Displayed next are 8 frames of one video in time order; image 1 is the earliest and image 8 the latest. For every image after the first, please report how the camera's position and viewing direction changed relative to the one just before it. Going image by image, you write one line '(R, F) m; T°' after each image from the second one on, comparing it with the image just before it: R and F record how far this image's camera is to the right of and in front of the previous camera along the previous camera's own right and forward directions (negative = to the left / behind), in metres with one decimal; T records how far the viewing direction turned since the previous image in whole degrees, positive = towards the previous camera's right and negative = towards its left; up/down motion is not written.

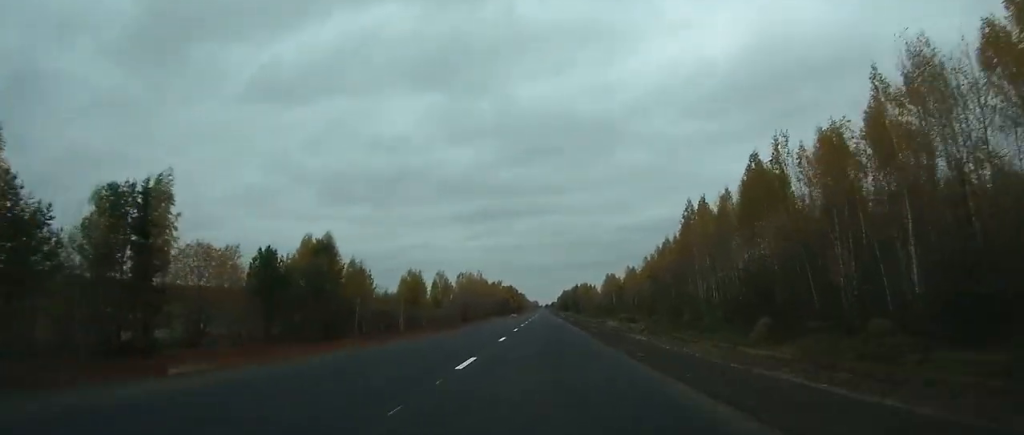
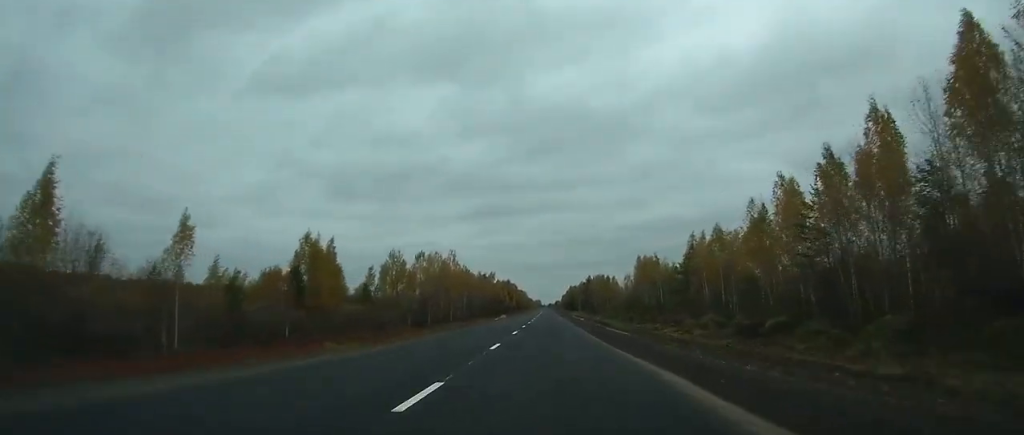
(-0.2, +68.5) m; 0°
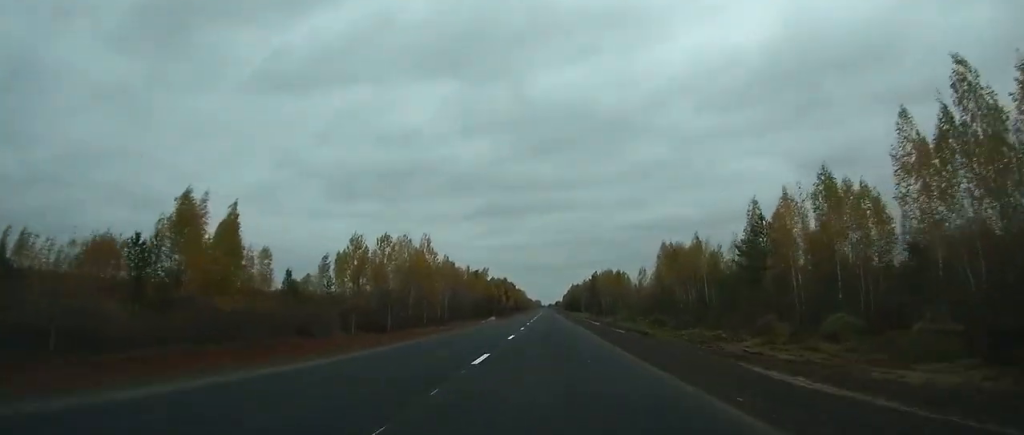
(0.0, +29.9) m; 0°
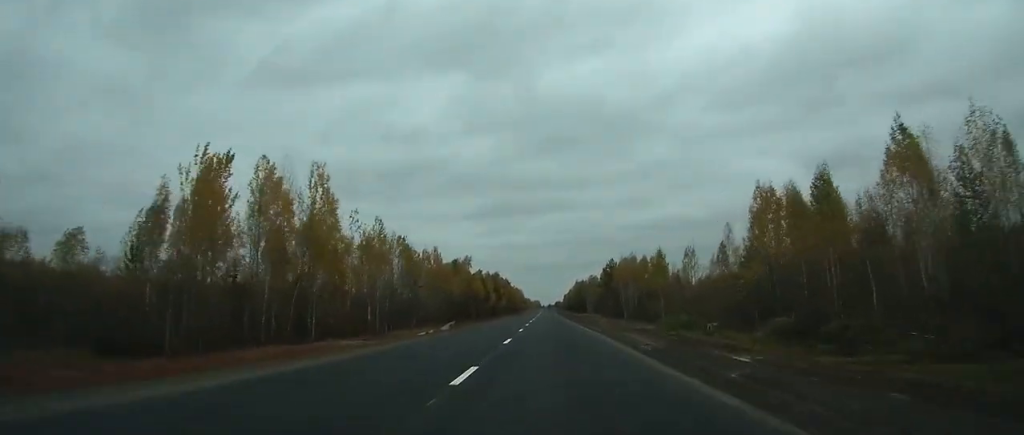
(0.0, +51.0) m; 0°
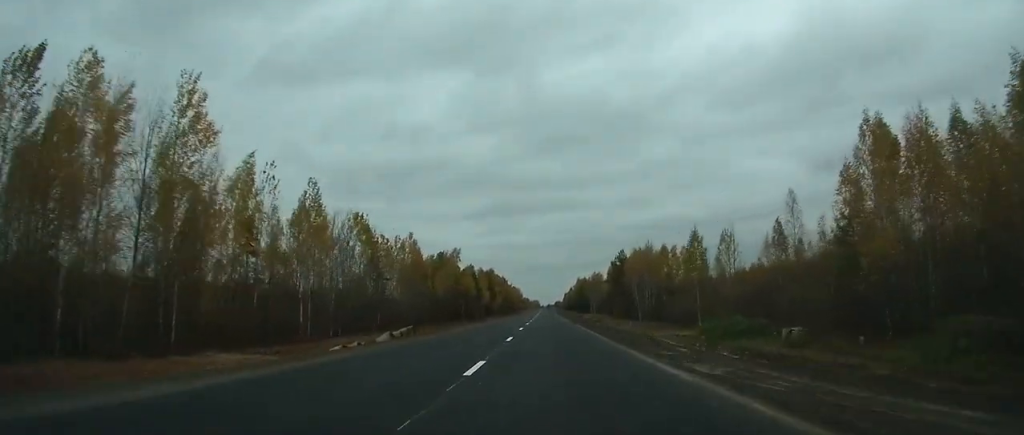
(0.0, +21.4) m; 0°
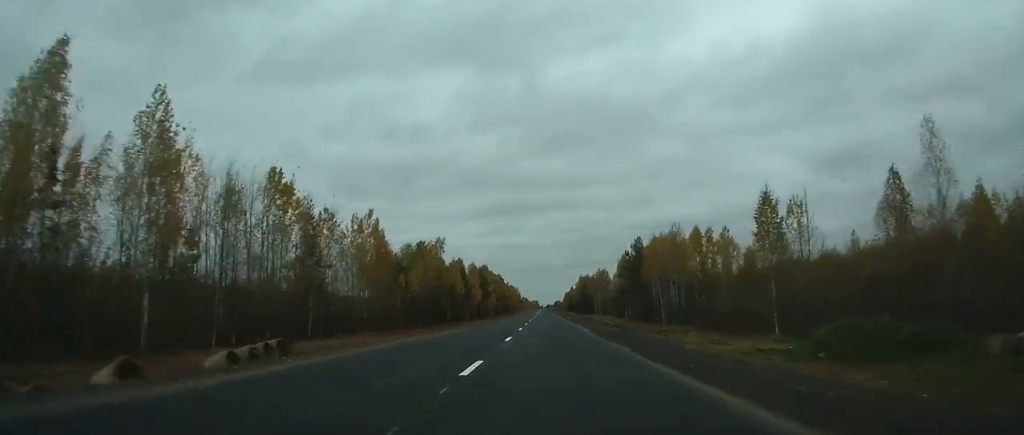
(0.0, +23.0) m; 0°
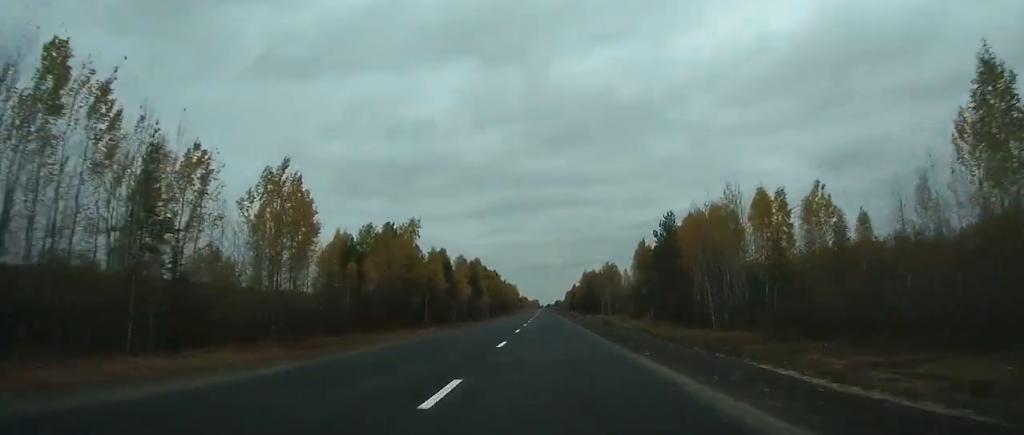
(0.0, +26.2) m; 0°
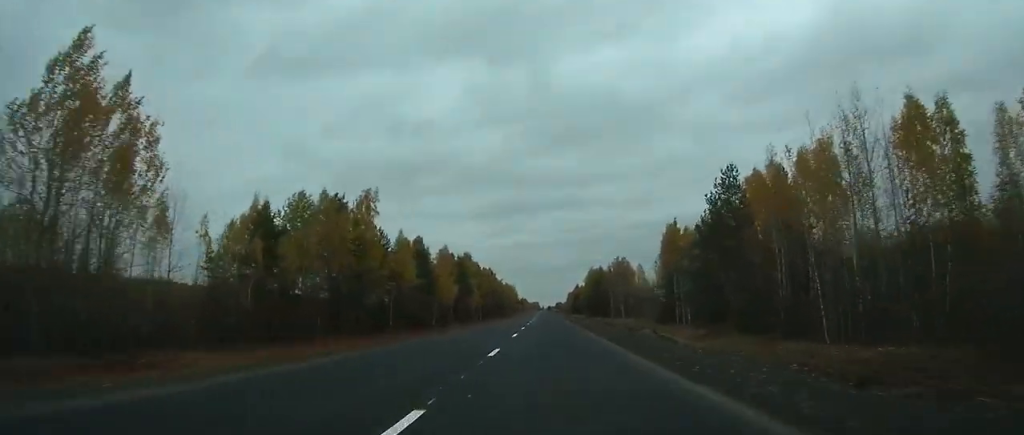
(0.0, +27.1) m; 0°
